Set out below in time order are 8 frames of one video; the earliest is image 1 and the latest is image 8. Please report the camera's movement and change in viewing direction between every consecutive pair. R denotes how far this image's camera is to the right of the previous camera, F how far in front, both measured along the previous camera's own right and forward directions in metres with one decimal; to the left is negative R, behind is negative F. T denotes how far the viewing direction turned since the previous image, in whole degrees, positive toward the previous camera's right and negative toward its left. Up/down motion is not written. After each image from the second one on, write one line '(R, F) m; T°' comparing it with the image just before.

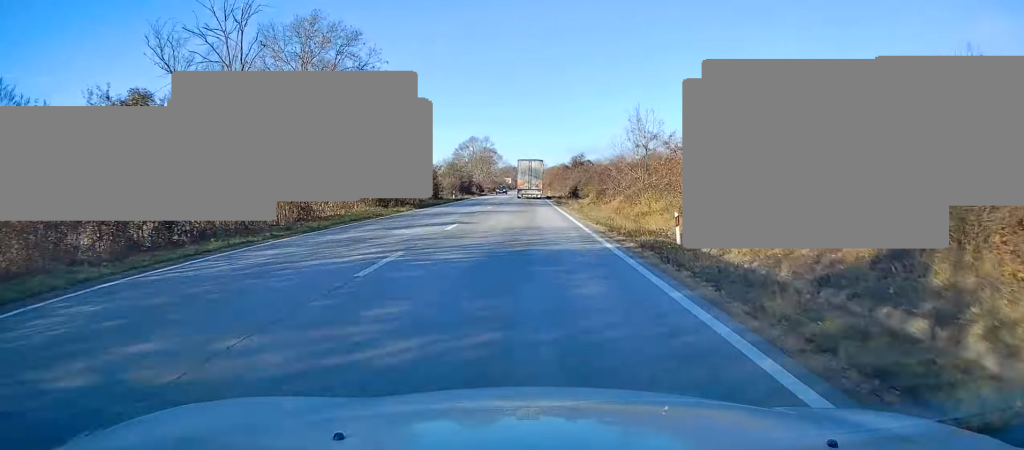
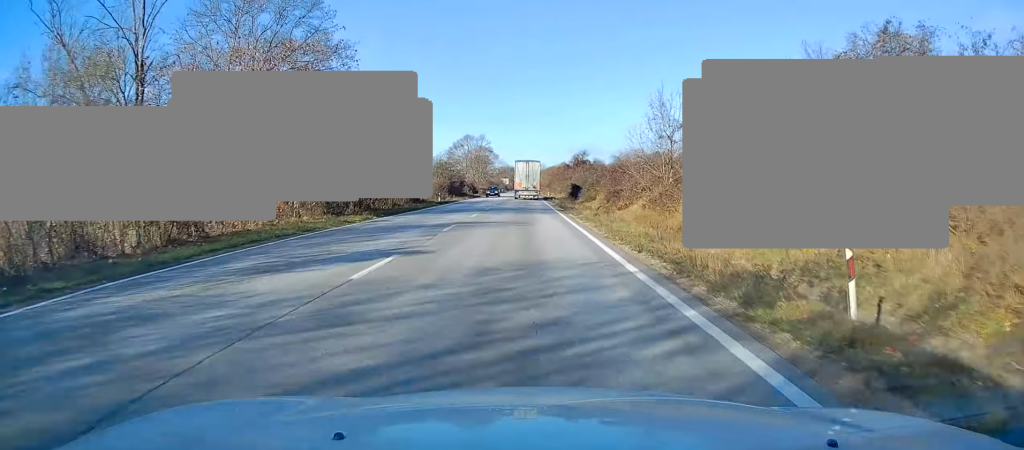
(-0.2, +9.0) m; +1°
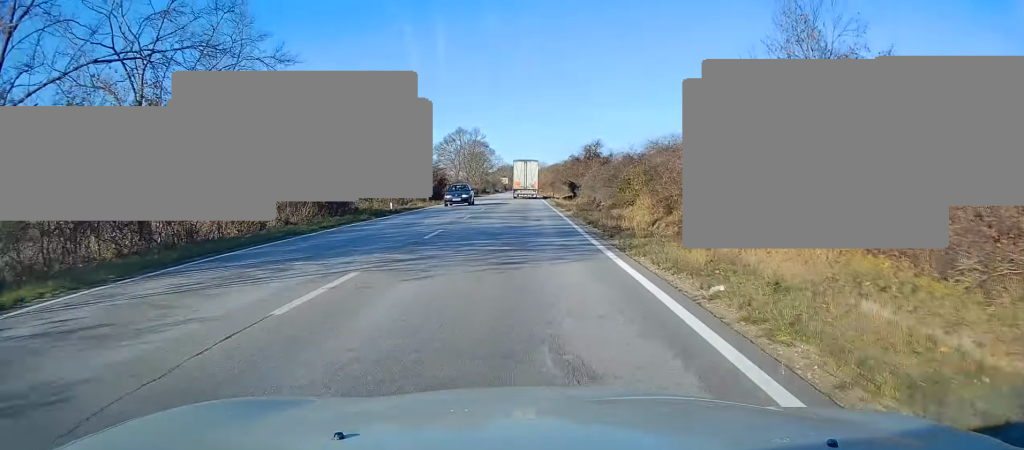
(+0.2, +20.3) m; +1°
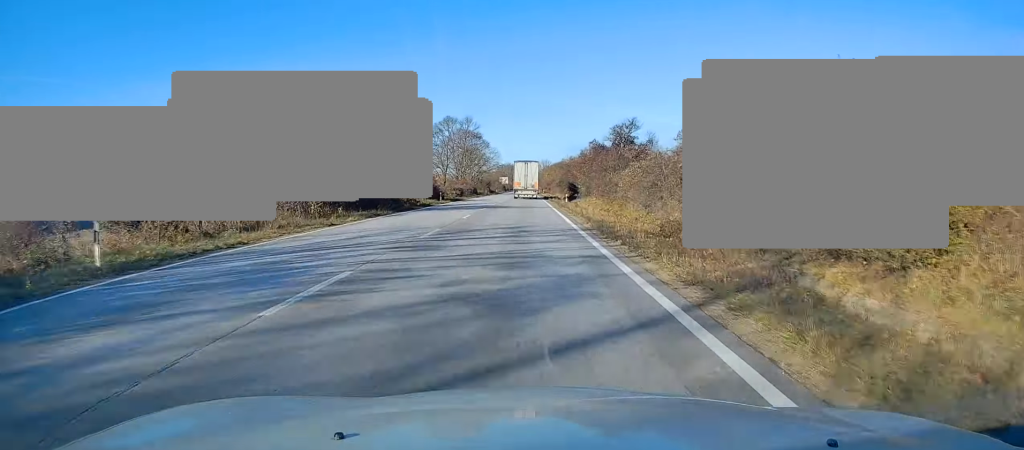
(+0.2, +27.1) m; -1°
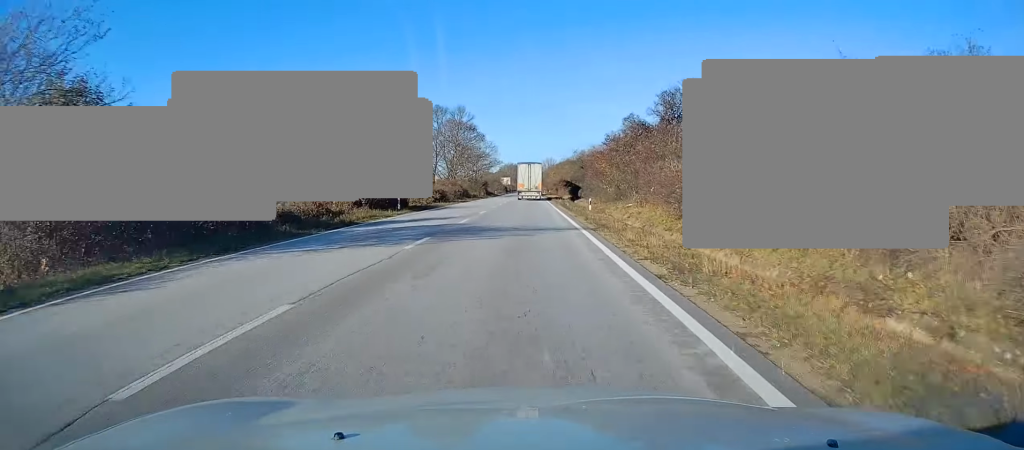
(-0.4, +20.3) m; -1°
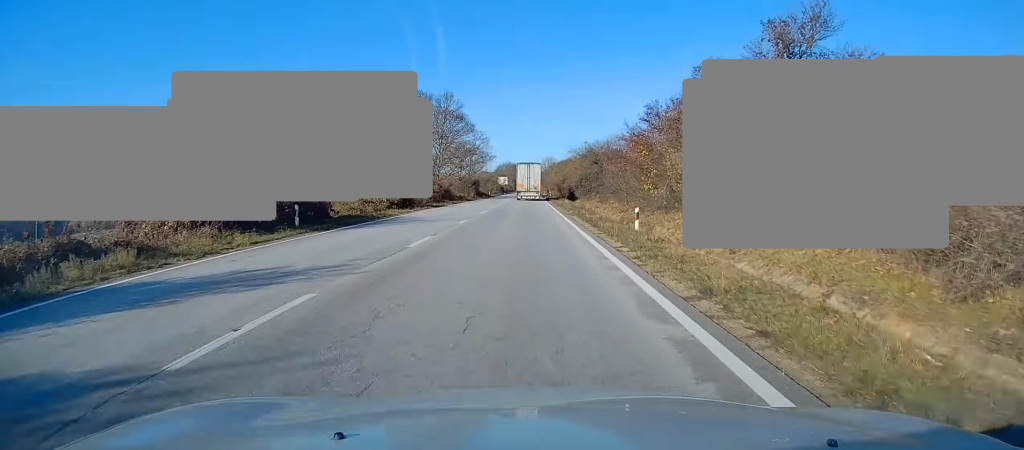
(0.0, +17.3) m; 0°
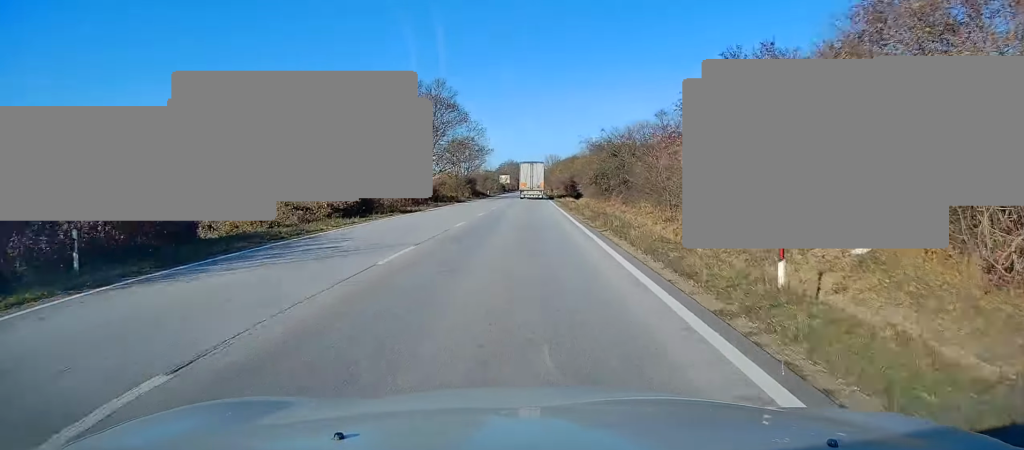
(+0.2, +12.0) m; +1°
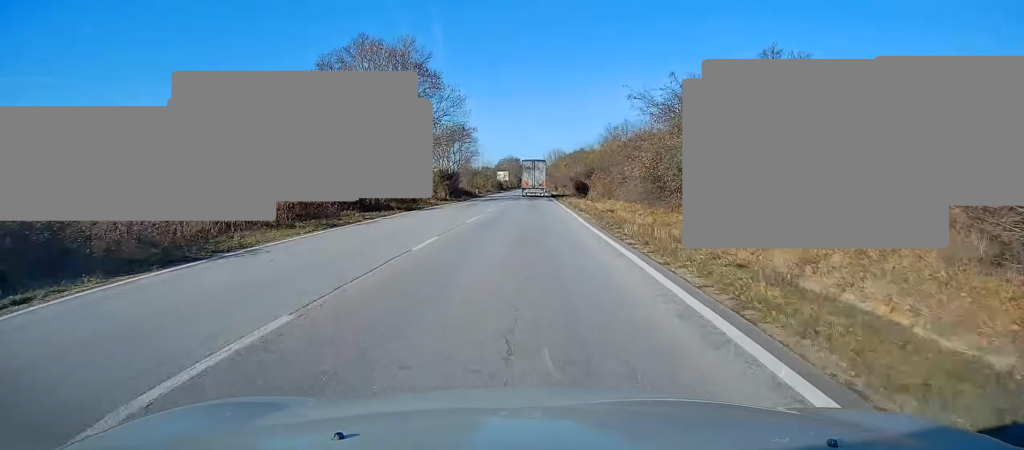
(0.0, +24.1) m; -1°
